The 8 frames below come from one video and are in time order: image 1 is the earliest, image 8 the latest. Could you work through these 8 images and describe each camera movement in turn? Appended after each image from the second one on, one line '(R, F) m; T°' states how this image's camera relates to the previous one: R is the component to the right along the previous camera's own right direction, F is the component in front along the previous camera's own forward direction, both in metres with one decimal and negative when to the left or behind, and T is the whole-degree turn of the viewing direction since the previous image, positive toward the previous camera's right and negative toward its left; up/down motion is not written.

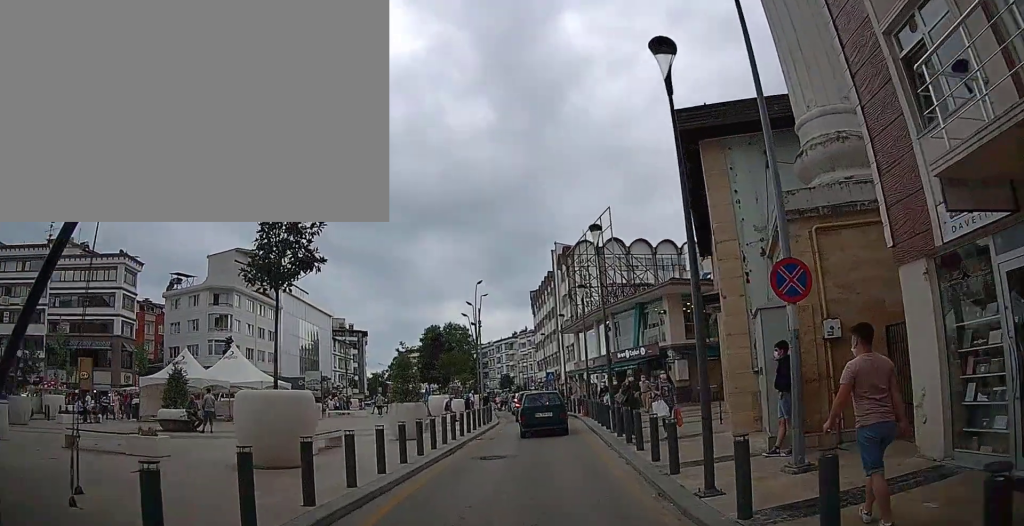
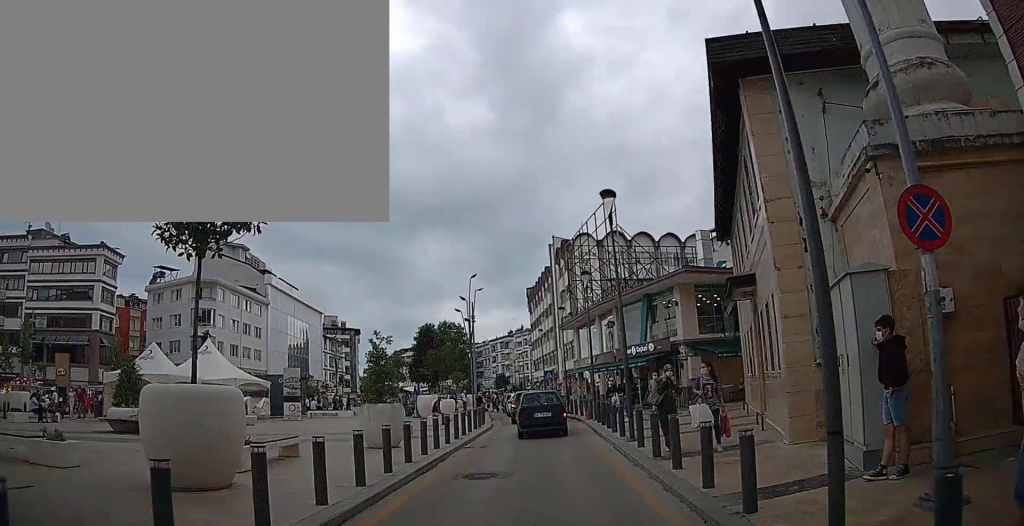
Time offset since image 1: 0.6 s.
(-0.1, +2.7) m; -1°
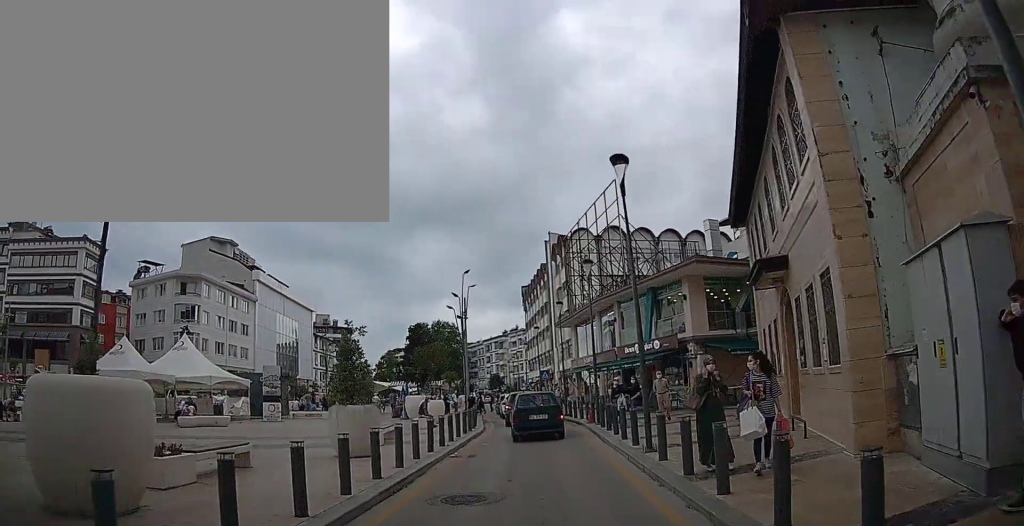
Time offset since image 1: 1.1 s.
(0.0, +2.3) m; +3°
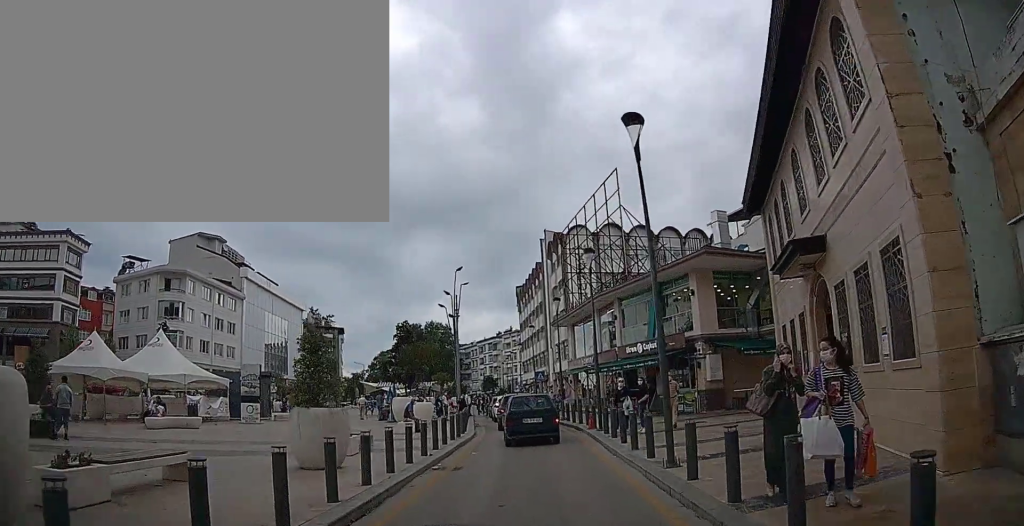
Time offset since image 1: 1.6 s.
(0.0, +2.0) m; +2°
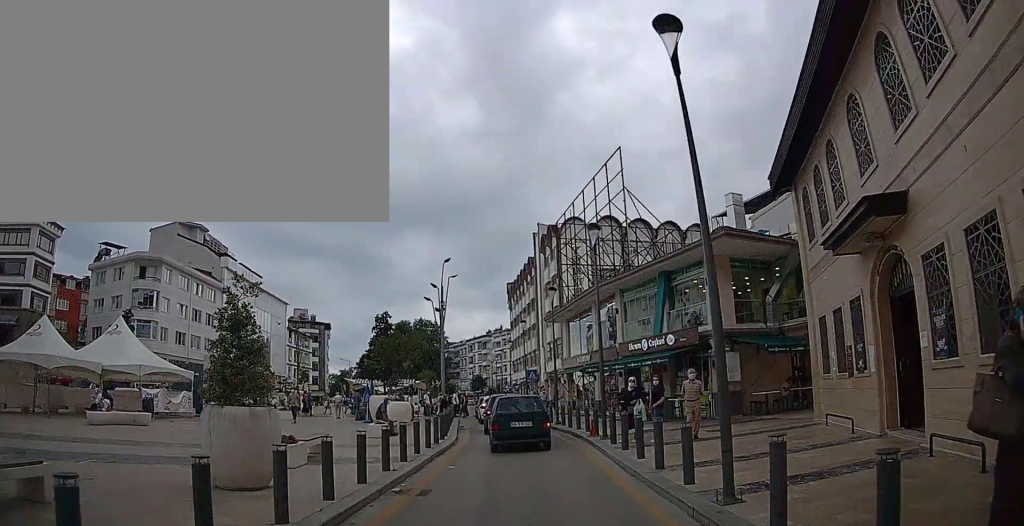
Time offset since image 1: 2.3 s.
(+0.2, +2.9) m; +1°
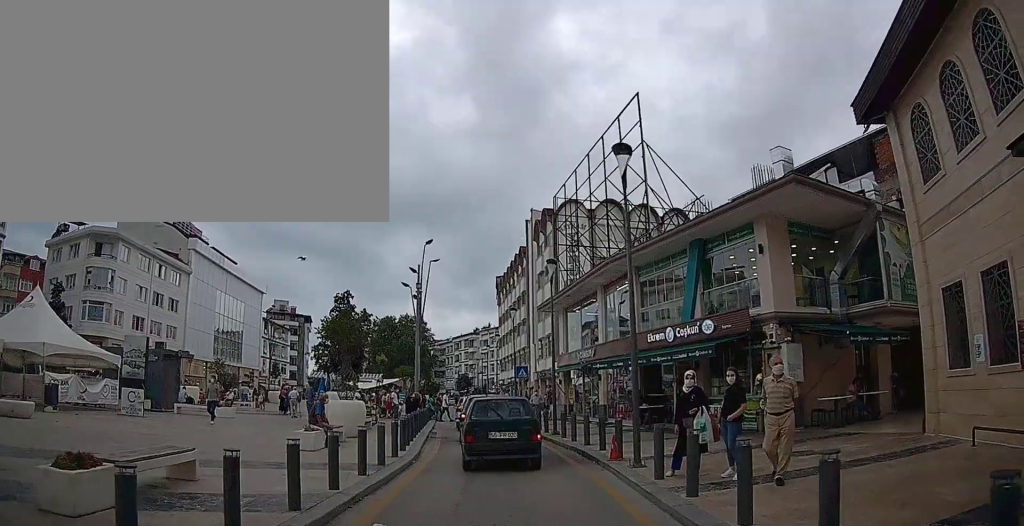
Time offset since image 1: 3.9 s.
(-0.2, +5.4) m; -1°
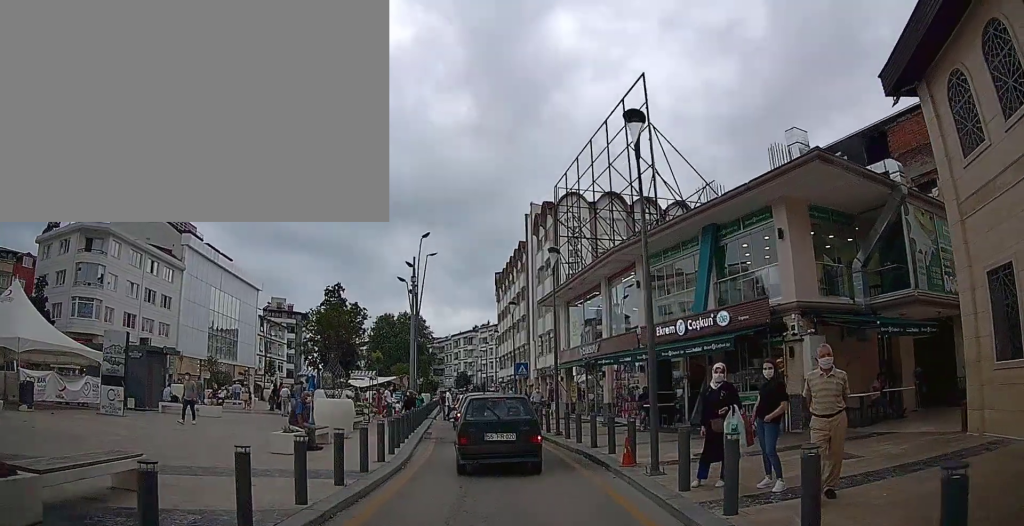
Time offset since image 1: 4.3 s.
(0.0, +1.3) m; +2°
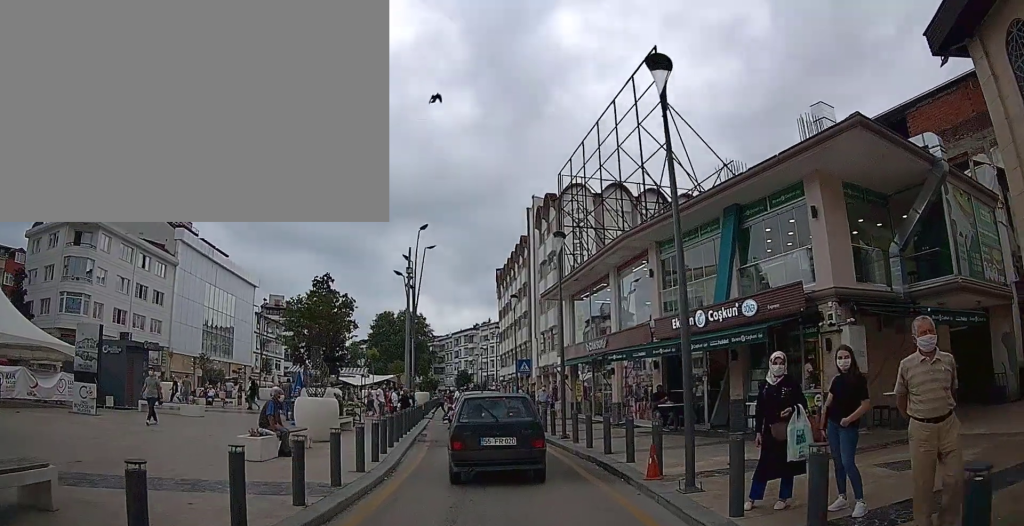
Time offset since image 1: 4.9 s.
(+0.1, +1.7) m; +2°
